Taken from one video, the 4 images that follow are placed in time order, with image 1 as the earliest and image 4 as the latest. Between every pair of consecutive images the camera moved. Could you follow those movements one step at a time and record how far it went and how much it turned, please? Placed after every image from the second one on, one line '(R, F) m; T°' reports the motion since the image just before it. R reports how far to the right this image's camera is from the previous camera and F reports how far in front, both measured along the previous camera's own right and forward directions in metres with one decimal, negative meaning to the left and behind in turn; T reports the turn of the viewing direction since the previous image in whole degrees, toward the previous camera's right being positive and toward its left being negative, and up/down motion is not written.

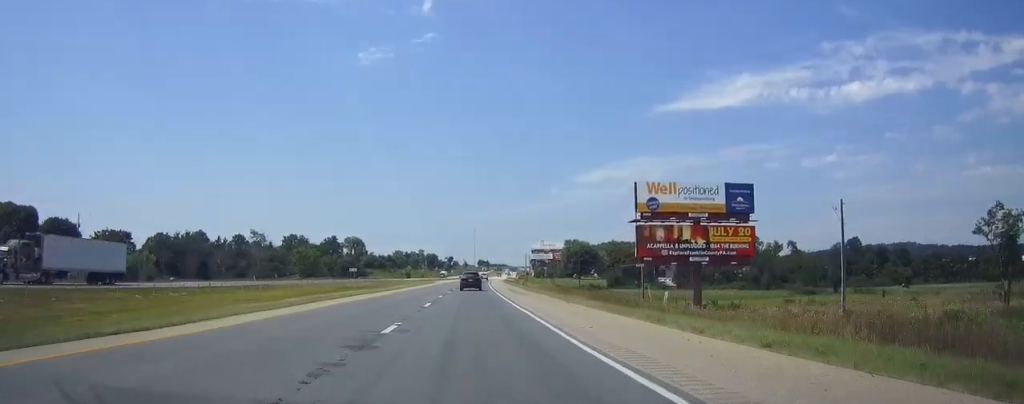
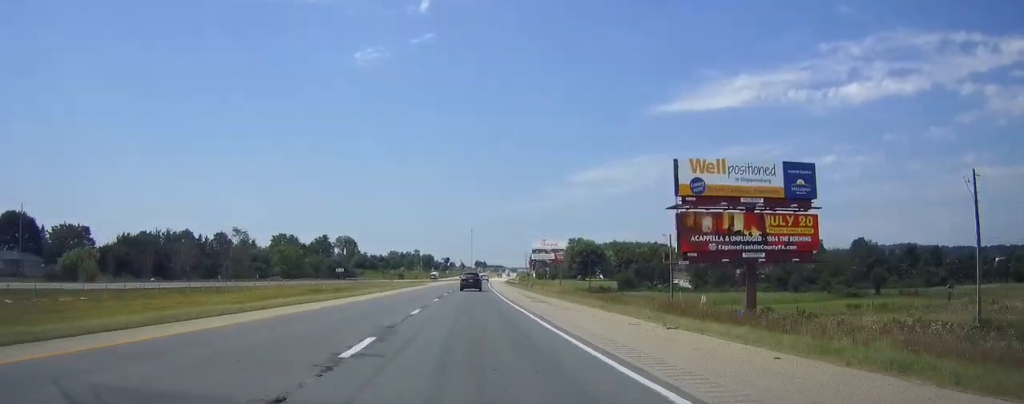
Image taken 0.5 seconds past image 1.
(+0.1, +17.3) m; 0°
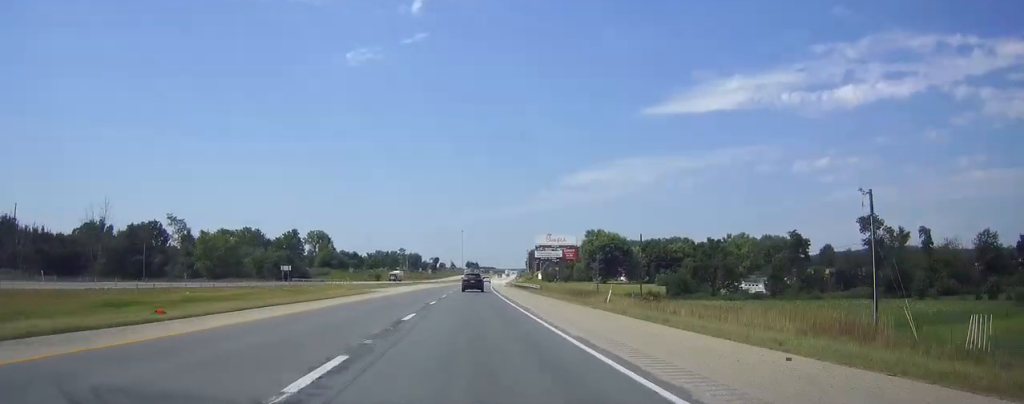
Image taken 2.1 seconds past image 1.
(+0.7, +51.0) m; +2°
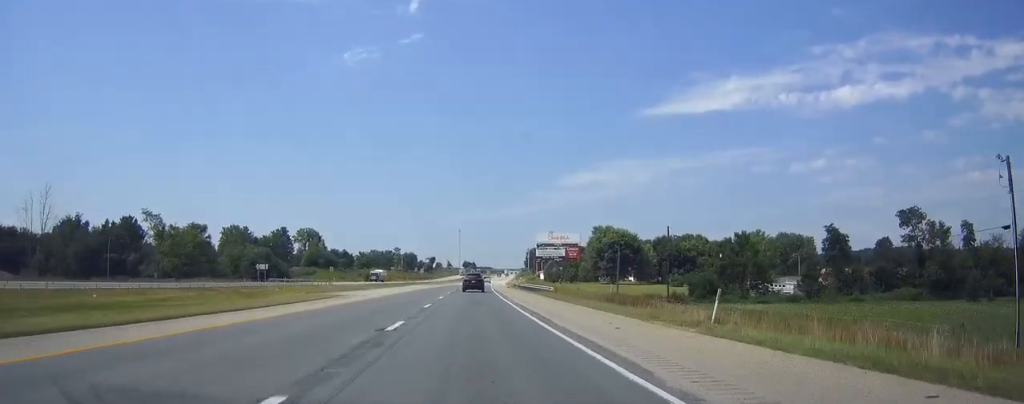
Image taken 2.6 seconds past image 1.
(+0.1, +15.2) m; 0°
